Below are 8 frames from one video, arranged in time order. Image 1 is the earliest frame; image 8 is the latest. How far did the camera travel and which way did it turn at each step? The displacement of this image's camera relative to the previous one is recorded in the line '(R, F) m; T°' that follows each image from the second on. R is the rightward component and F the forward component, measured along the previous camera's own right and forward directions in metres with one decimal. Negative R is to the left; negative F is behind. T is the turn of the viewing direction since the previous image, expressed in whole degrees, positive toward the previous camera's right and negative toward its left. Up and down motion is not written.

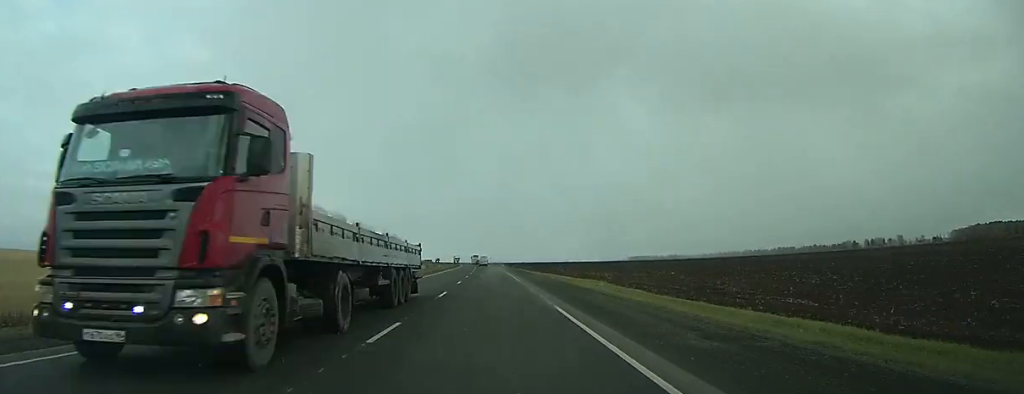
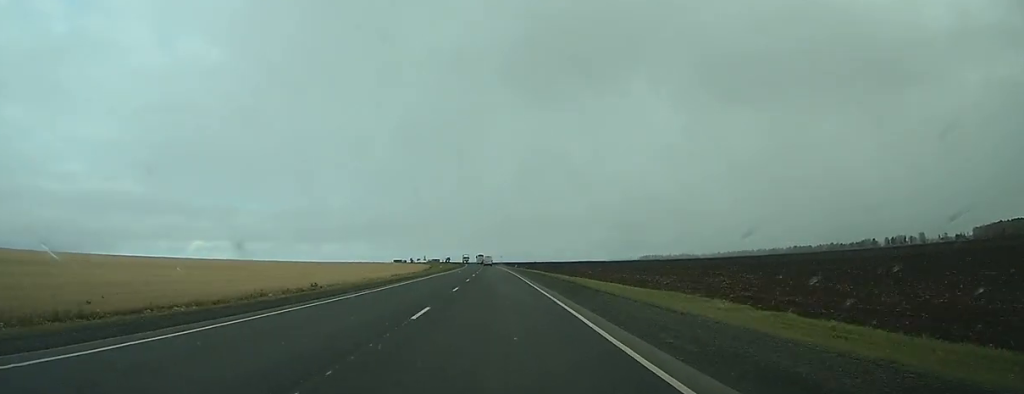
(-0.1, +33.7) m; -1°
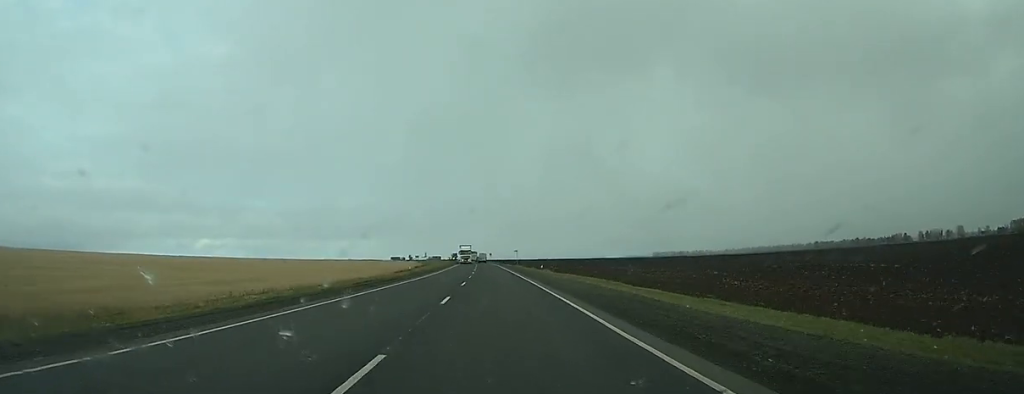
(-1.4, +81.7) m; -1°
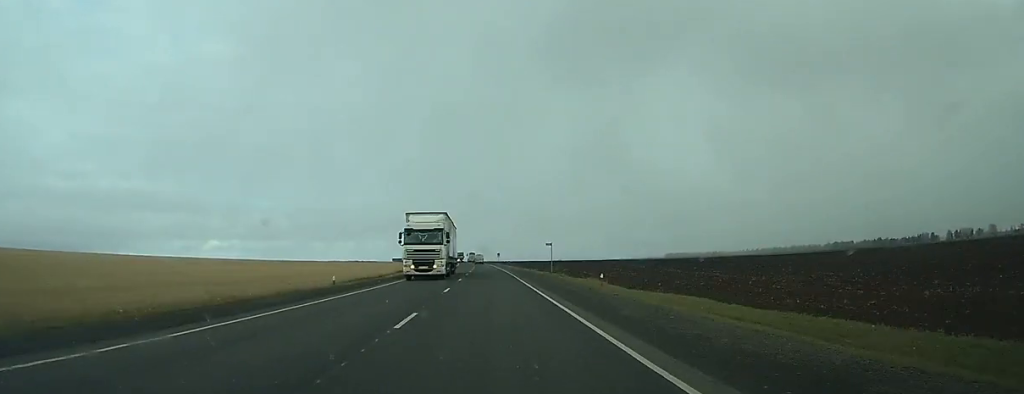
(-0.2, +52.4) m; -1°
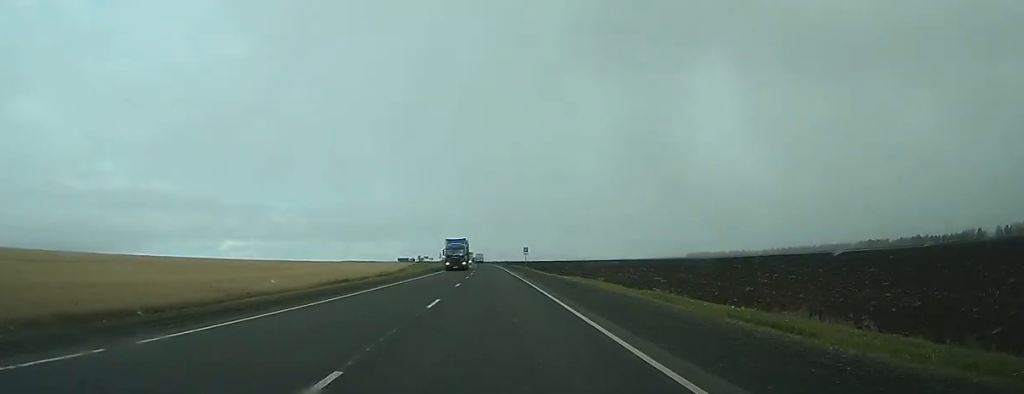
(-1.3, +78.1) m; -2°
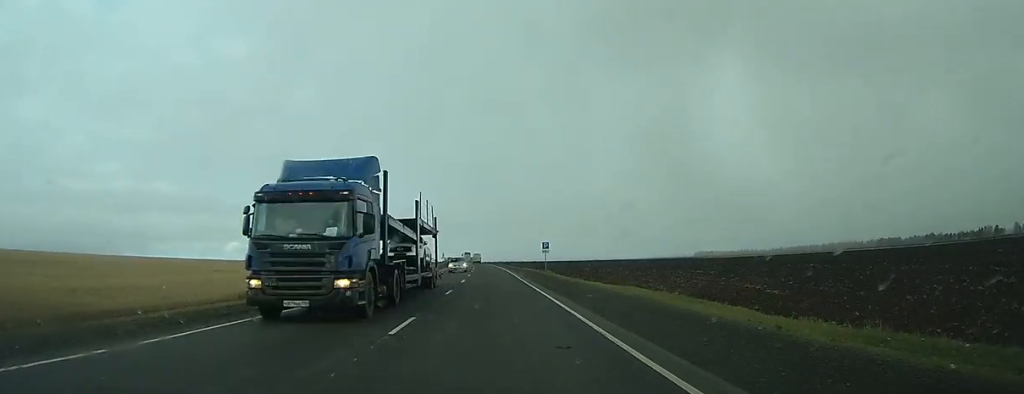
(0.0, +30.8) m; 0°
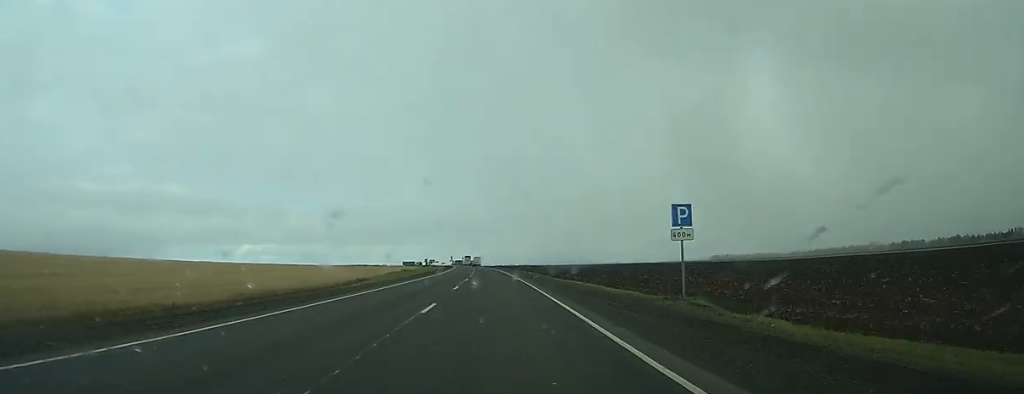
(-0.5, +45.6) m; -1°
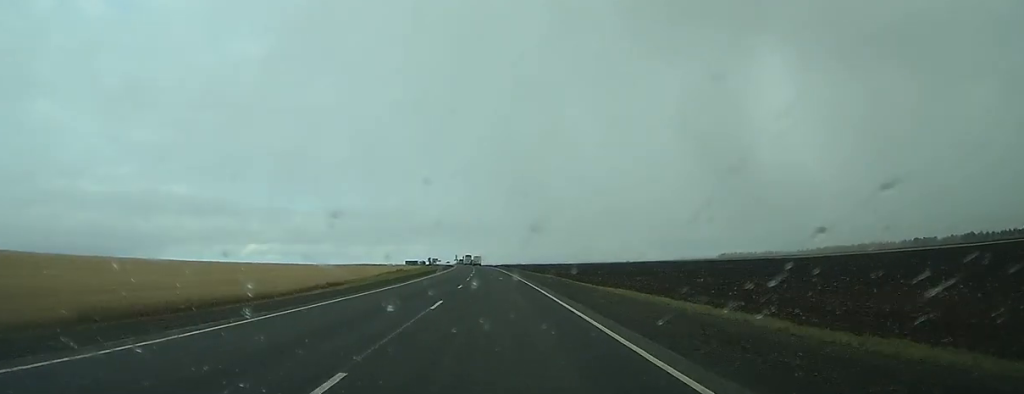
(-0.1, +22.8) m; 0°
